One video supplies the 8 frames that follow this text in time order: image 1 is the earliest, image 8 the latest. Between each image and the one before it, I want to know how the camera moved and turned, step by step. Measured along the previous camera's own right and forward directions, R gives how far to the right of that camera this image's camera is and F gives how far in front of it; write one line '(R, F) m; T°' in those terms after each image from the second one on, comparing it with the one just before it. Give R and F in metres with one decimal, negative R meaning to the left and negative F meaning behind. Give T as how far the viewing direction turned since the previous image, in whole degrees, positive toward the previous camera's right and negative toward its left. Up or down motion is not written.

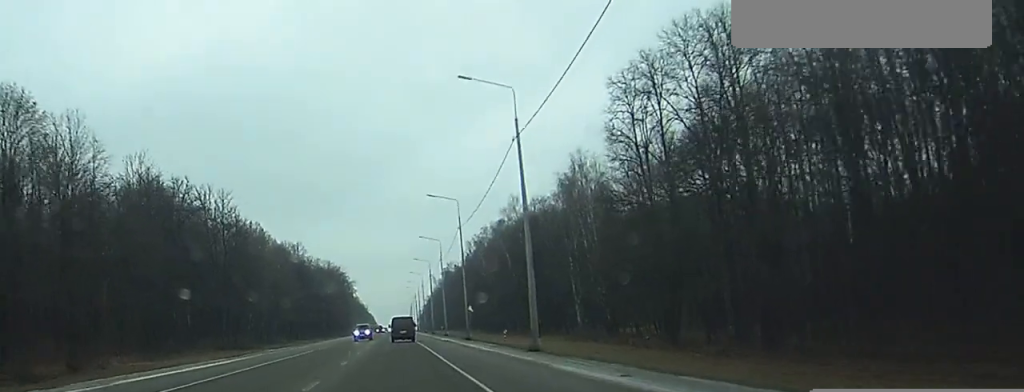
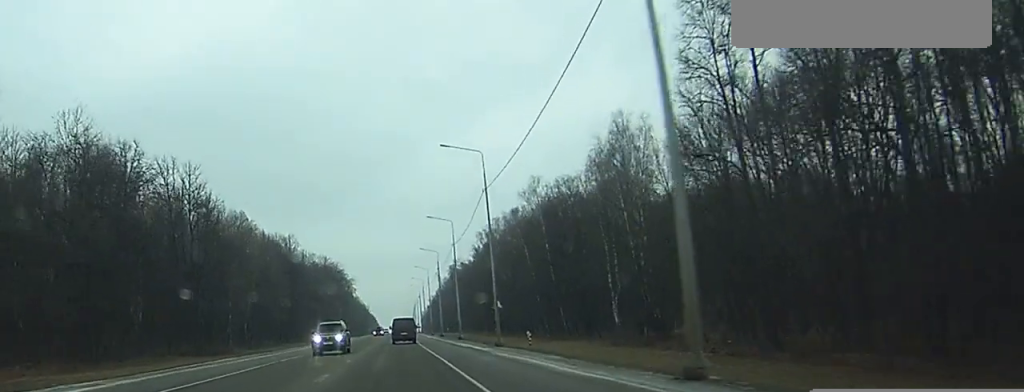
(+0.4, +21.1) m; 0°
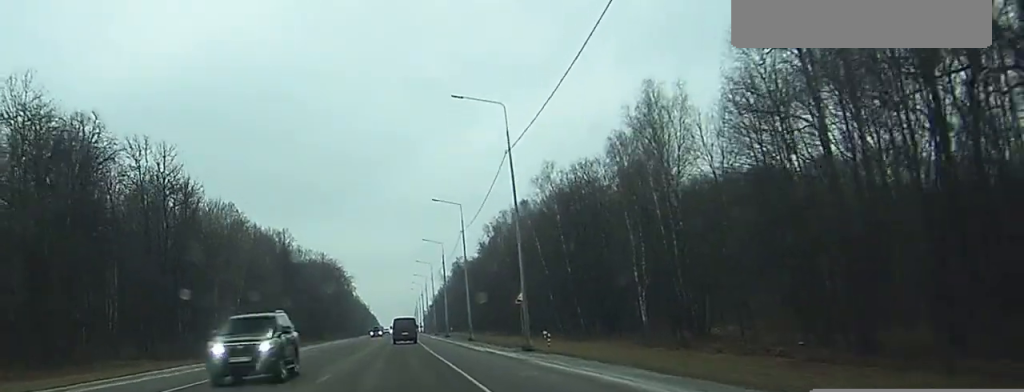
(-0.3, +11.6) m; -1°
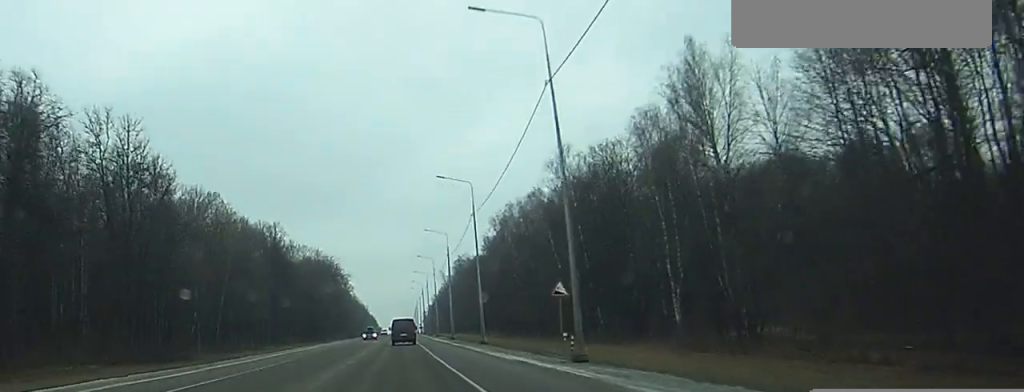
(-0.1, +12.4) m; 0°
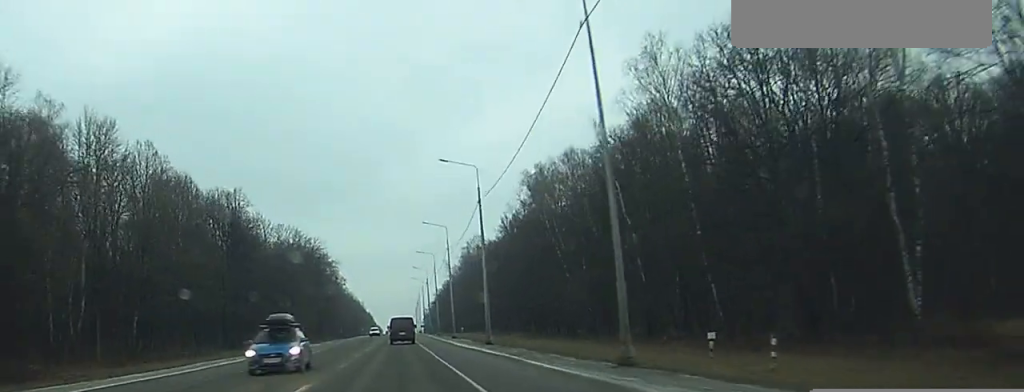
(+0.3, +41.1) m; +1°
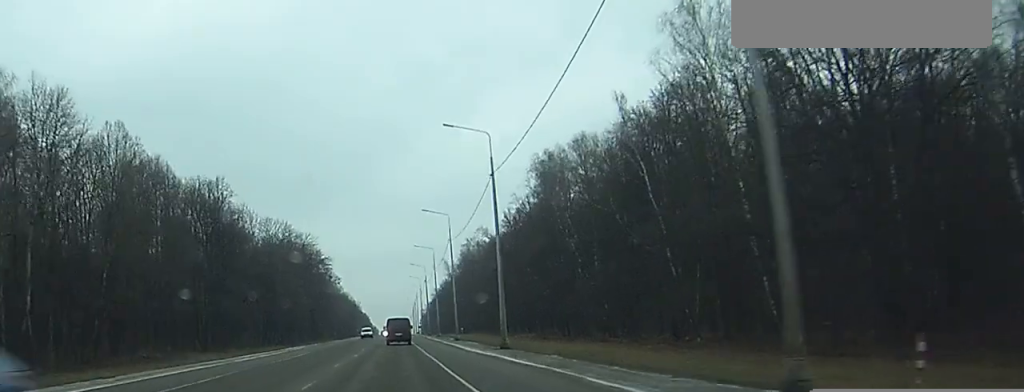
(0.0, +10.8) m; 0°
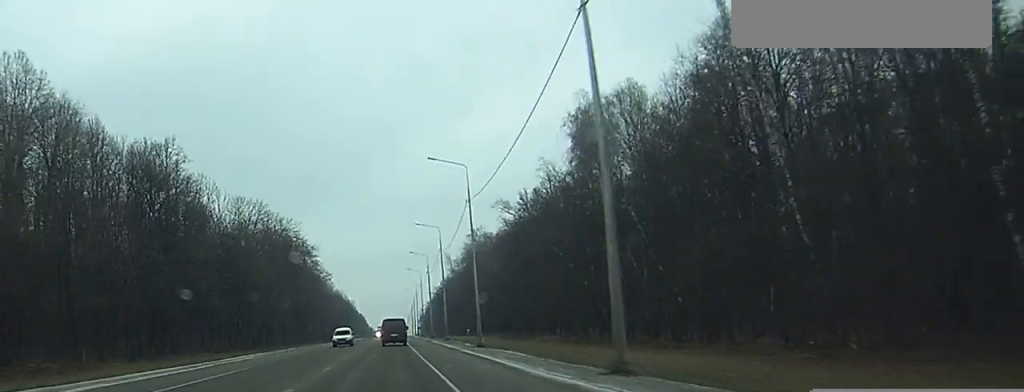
(0.0, +26.3) m; 0°
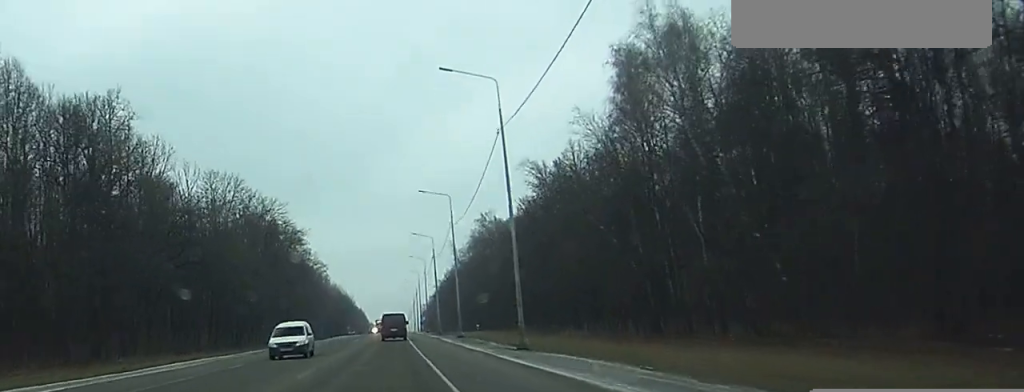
(0.0, +19.6) m; 0°
